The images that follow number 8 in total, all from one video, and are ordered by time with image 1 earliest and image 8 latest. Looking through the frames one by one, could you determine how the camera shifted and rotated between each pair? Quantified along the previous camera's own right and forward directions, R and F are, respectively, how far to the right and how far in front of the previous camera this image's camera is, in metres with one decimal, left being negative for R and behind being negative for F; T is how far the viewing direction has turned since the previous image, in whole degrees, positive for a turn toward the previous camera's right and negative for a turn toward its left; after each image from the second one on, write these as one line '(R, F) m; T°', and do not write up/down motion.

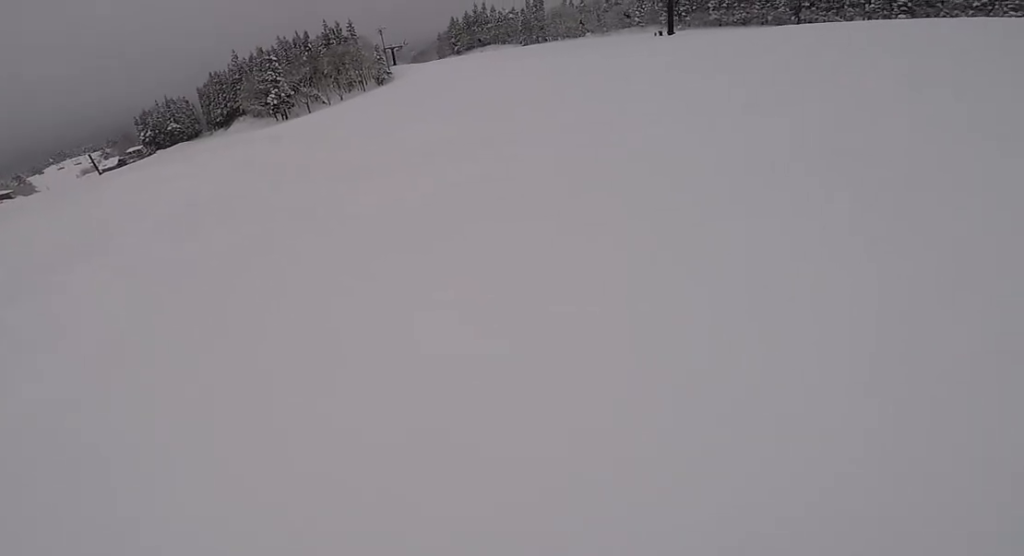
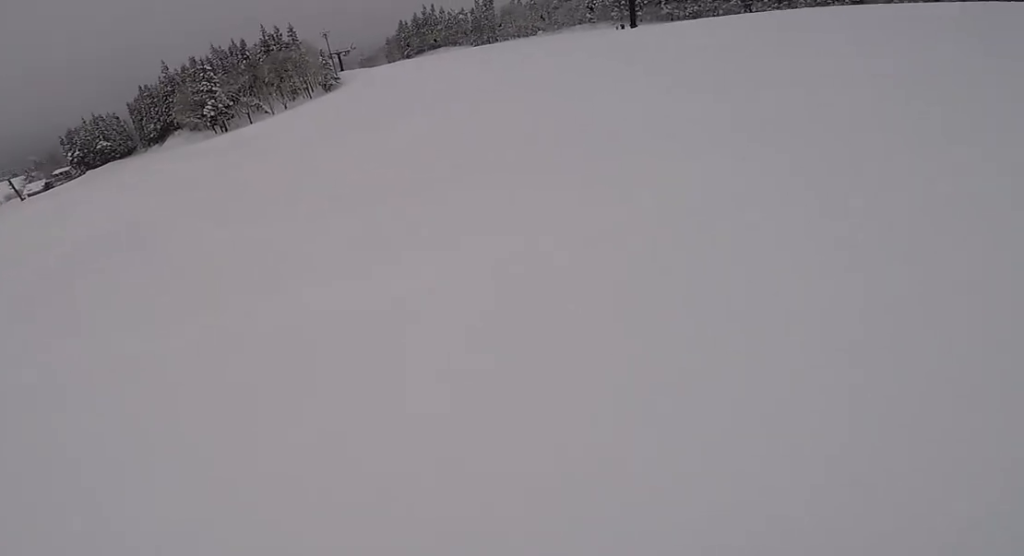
(+0.7, +5.2) m; +9°
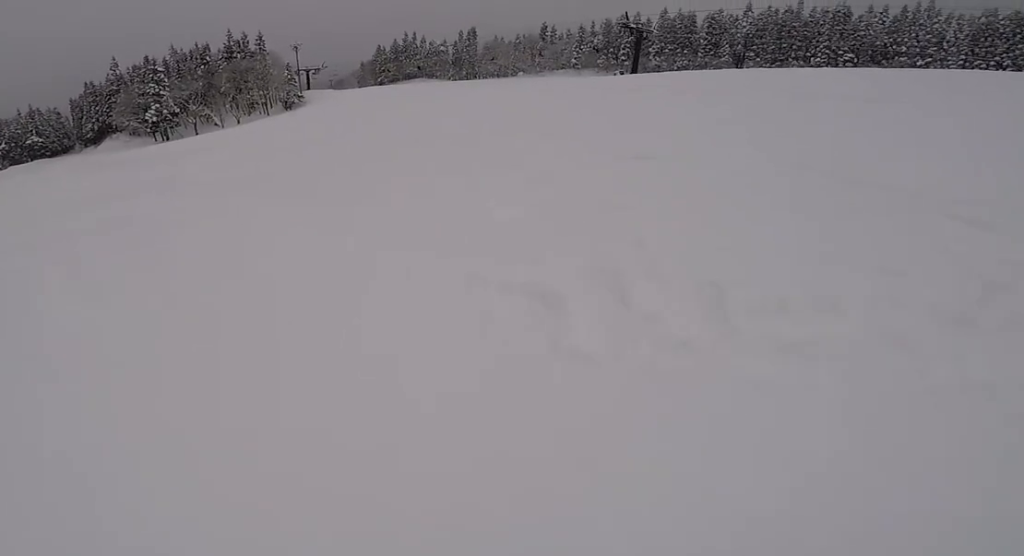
(+1.2, +8.8) m; +7°
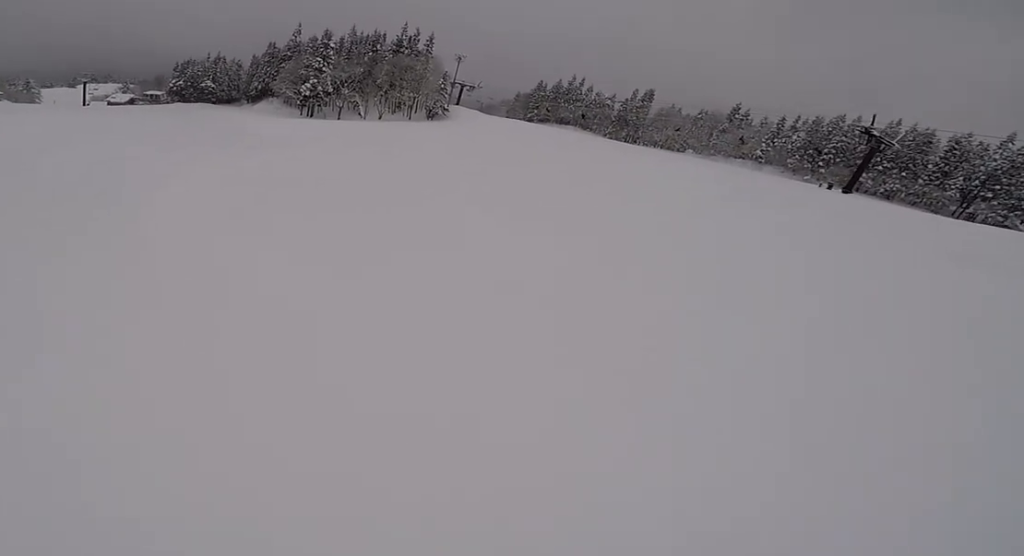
(+0.1, +8.4) m; -6°
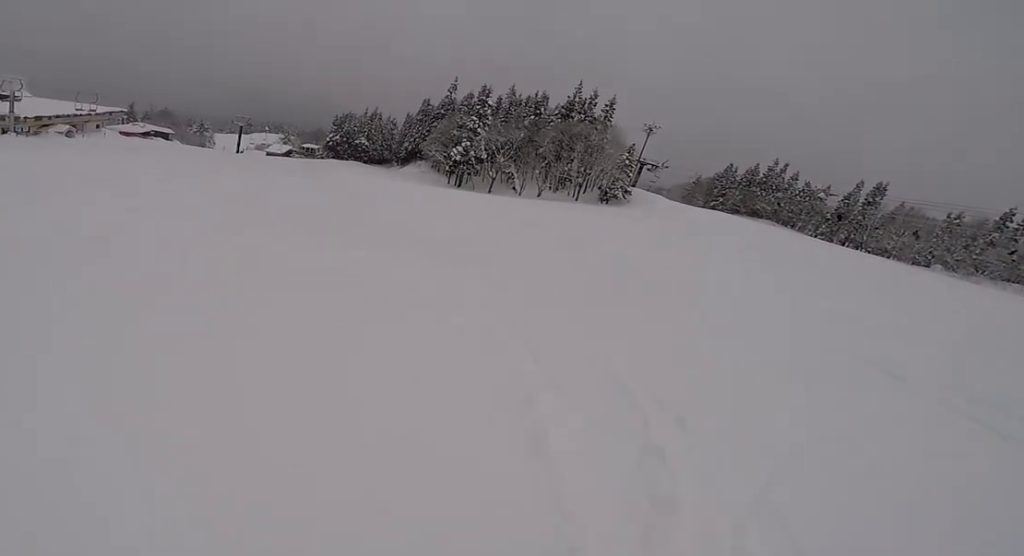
(-4.3, +16.2) m; -32°
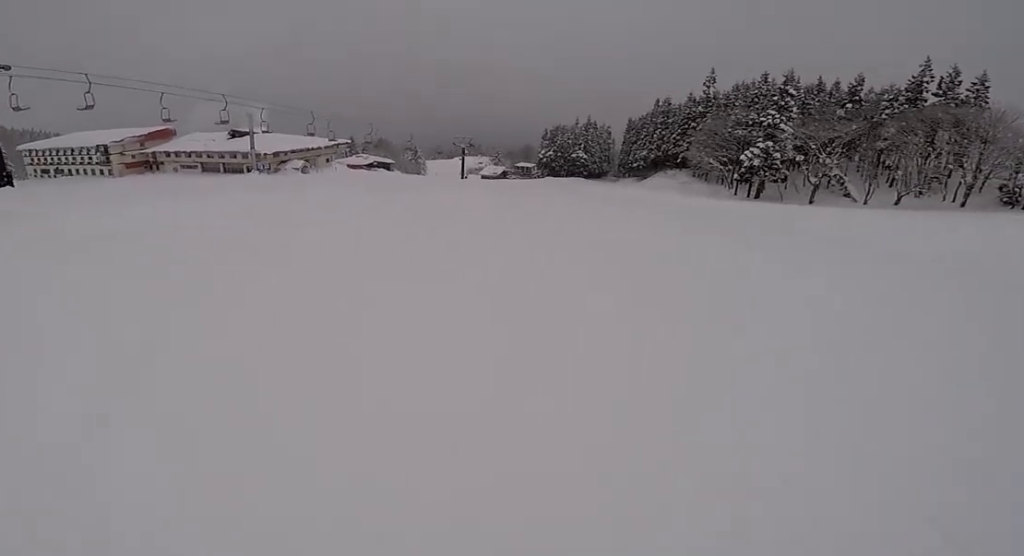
(-5.1, +15.0) m; -31°
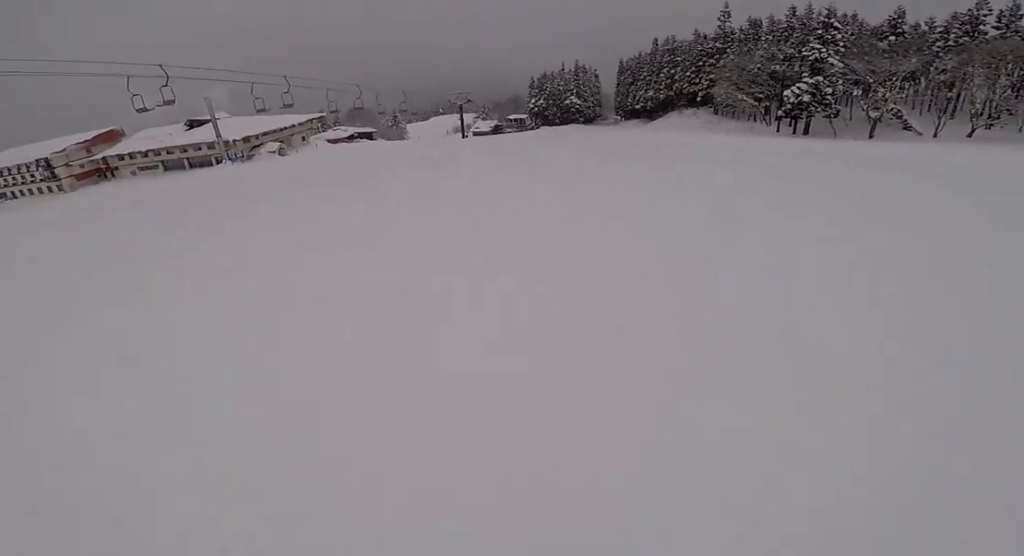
(-0.7, +8.9) m; +2°
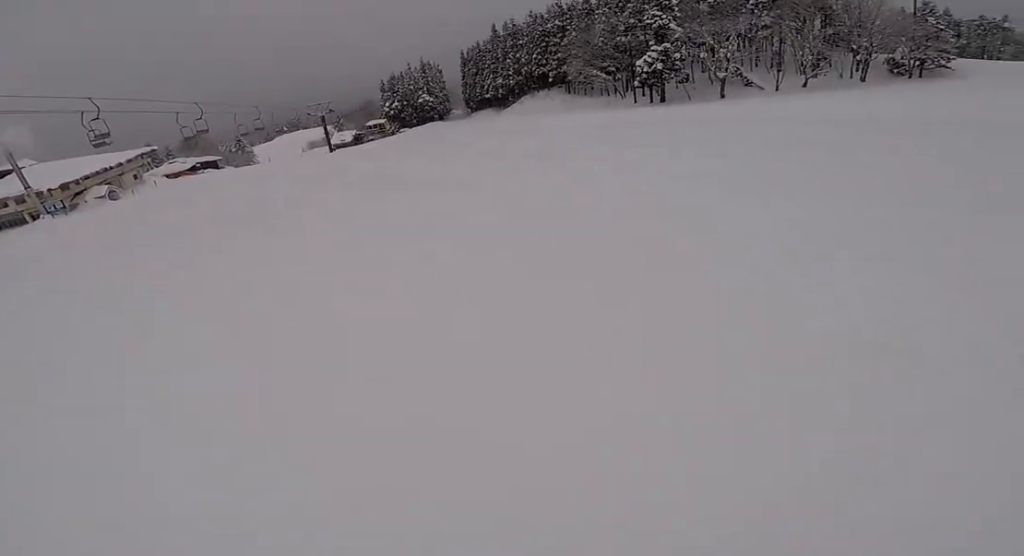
(+0.7, +7.6) m; +10°
